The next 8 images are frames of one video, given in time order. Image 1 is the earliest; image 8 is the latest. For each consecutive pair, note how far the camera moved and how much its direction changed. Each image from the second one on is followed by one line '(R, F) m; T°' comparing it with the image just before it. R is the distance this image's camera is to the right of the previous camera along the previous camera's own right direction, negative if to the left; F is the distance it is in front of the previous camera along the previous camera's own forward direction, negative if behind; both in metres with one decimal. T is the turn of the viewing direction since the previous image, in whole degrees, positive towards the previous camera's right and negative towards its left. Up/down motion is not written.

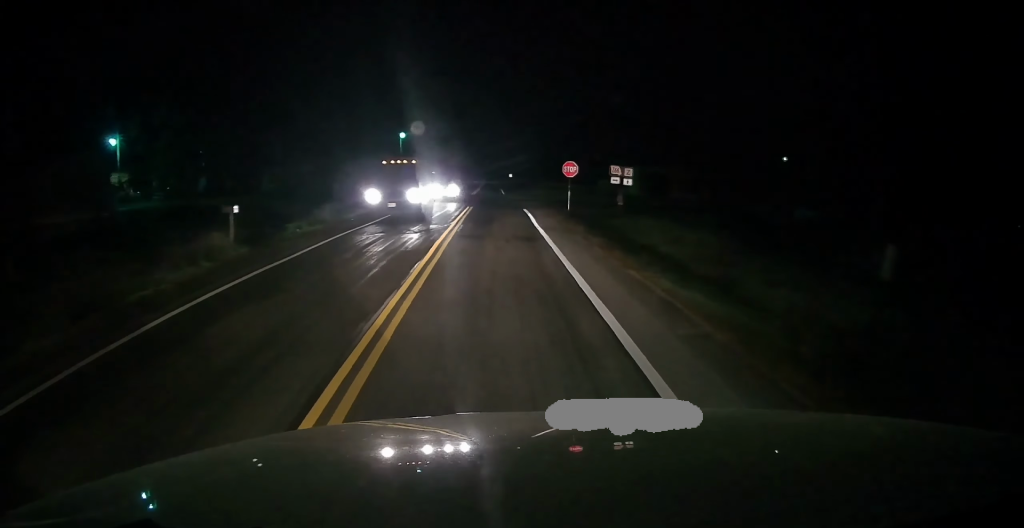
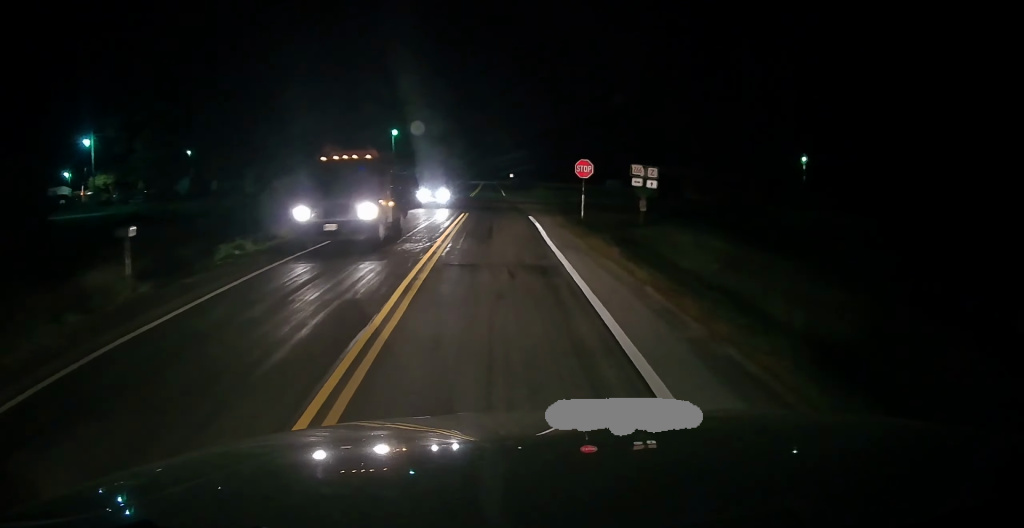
(0.0, +6.9) m; 0°
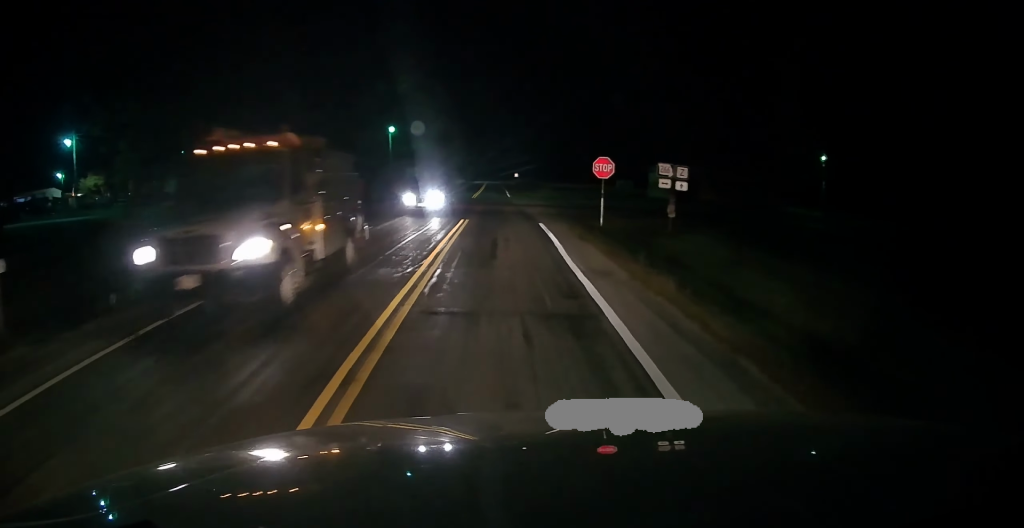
(0.0, +5.4) m; 0°
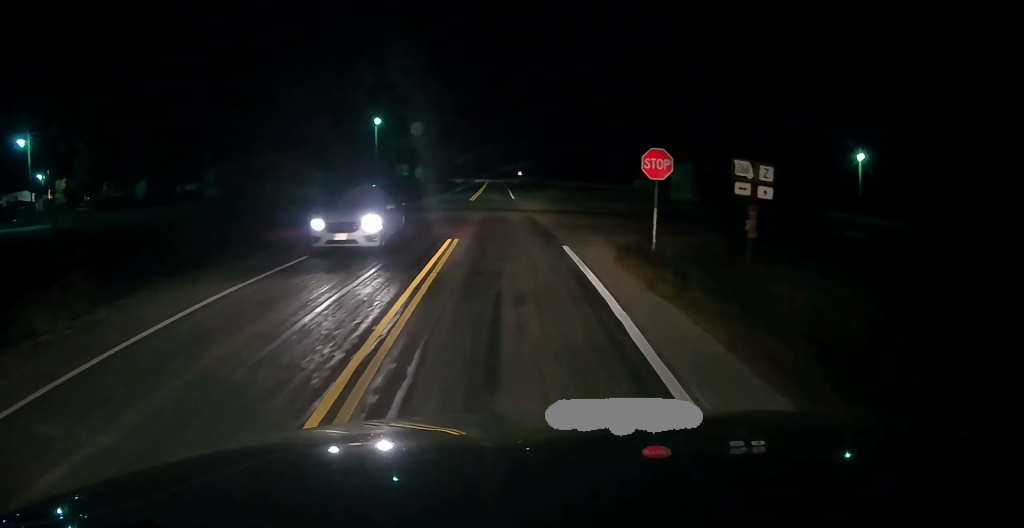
(0.0, +10.8) m; 0°
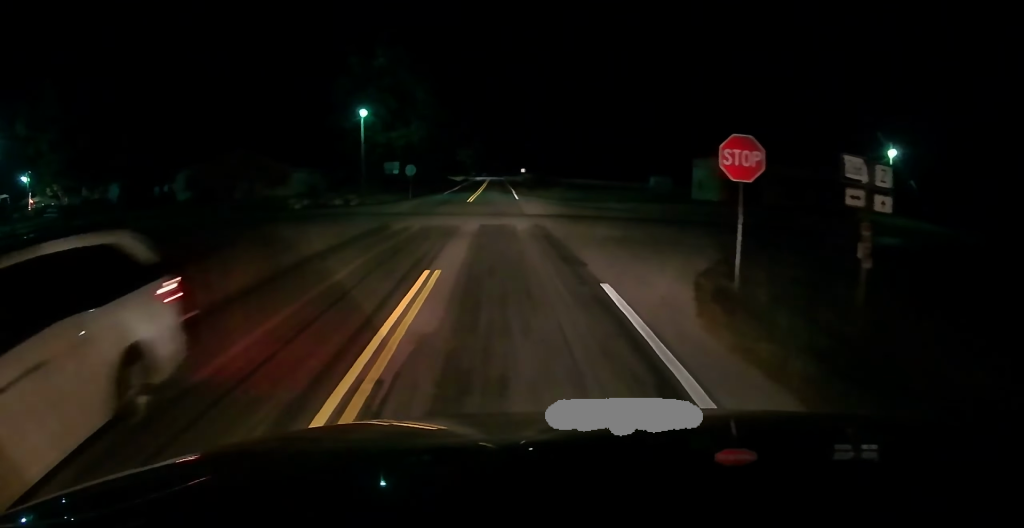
(0.0, +8.5) m; 0°
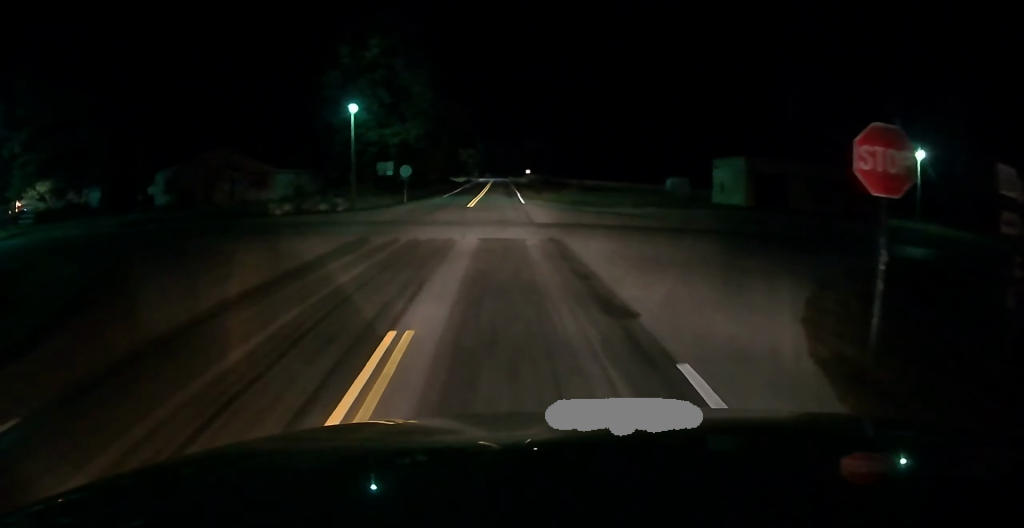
(0.0, +6.5) m; 0°
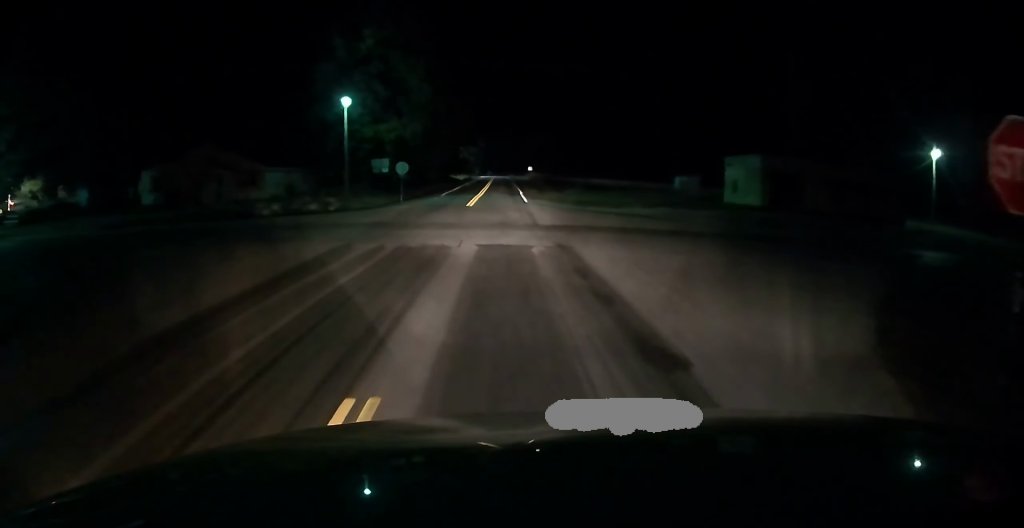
(0.0, +3.2) m; 0°
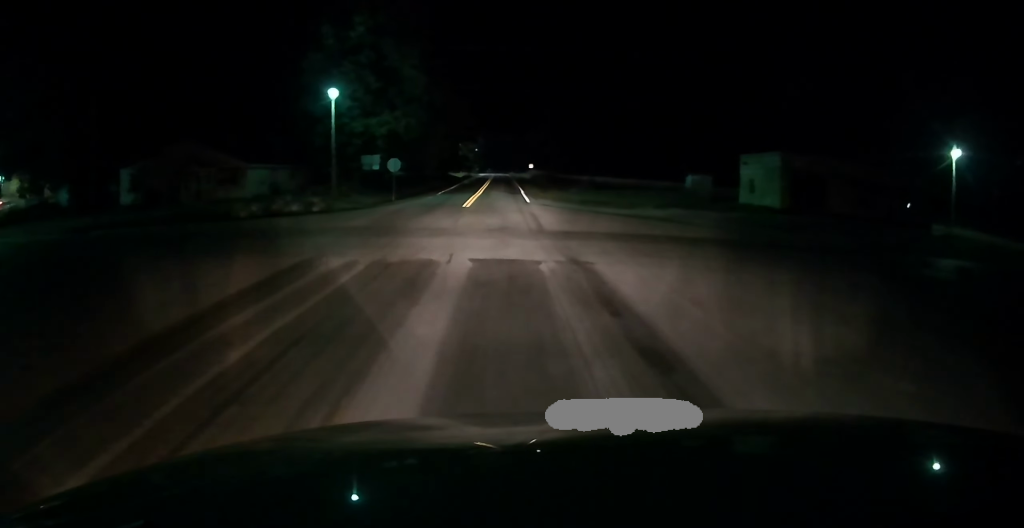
(0.0, +4.7) m; 0°
